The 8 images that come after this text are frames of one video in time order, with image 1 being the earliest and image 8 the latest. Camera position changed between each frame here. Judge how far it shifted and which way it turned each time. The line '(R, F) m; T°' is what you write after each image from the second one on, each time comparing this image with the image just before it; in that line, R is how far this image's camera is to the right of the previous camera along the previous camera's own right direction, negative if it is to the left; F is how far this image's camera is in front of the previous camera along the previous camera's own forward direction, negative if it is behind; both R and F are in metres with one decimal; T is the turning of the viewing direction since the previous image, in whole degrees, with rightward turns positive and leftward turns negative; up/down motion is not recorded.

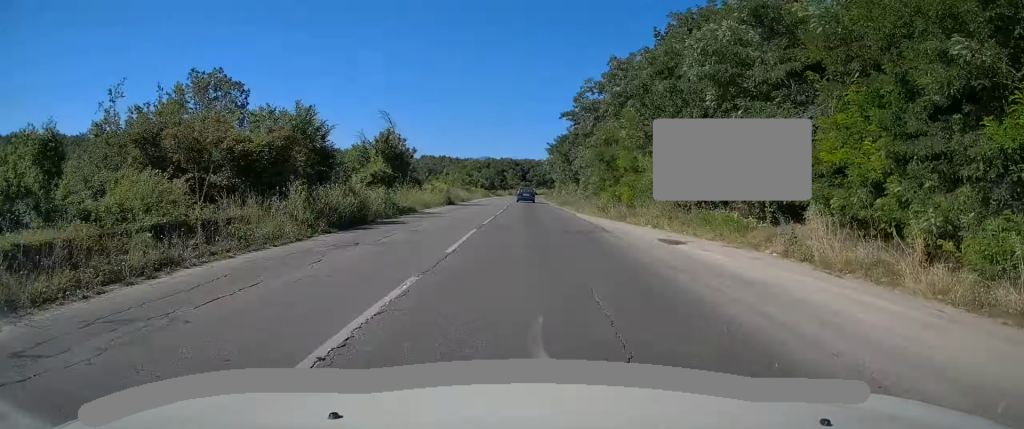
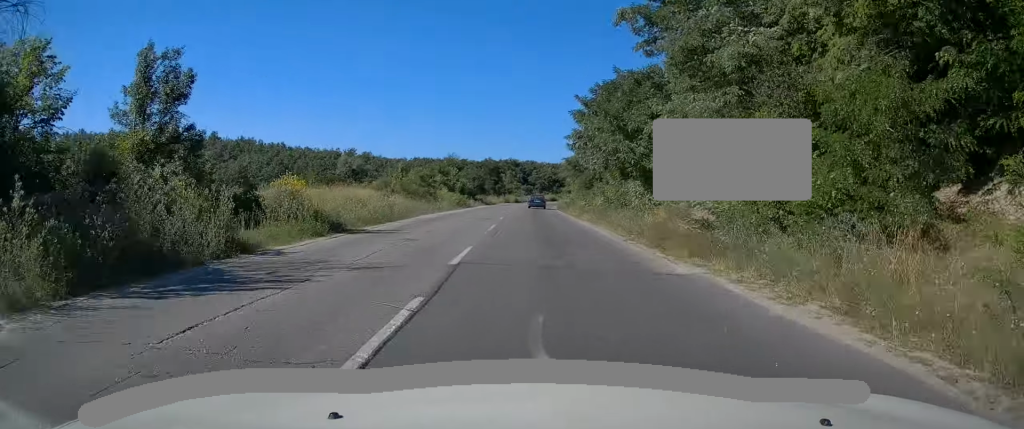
(-0.4, +37.0) m; 0°
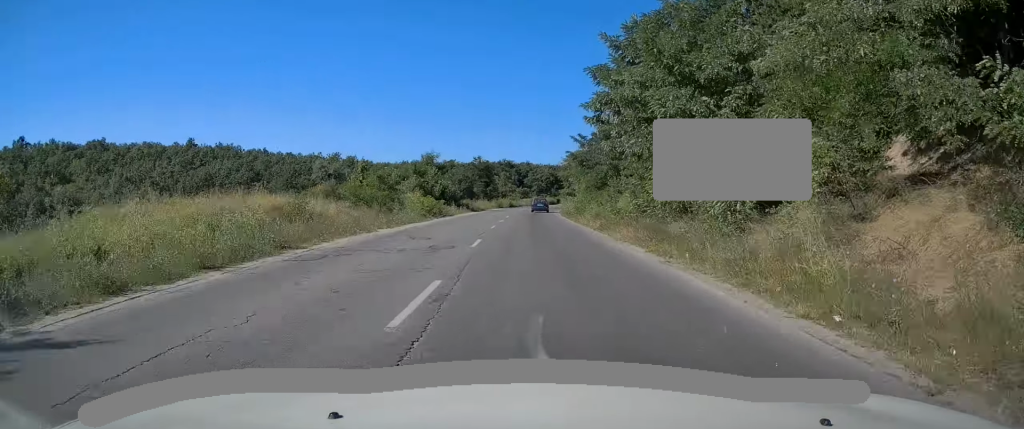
(+0.1, +13.7) m; 0°
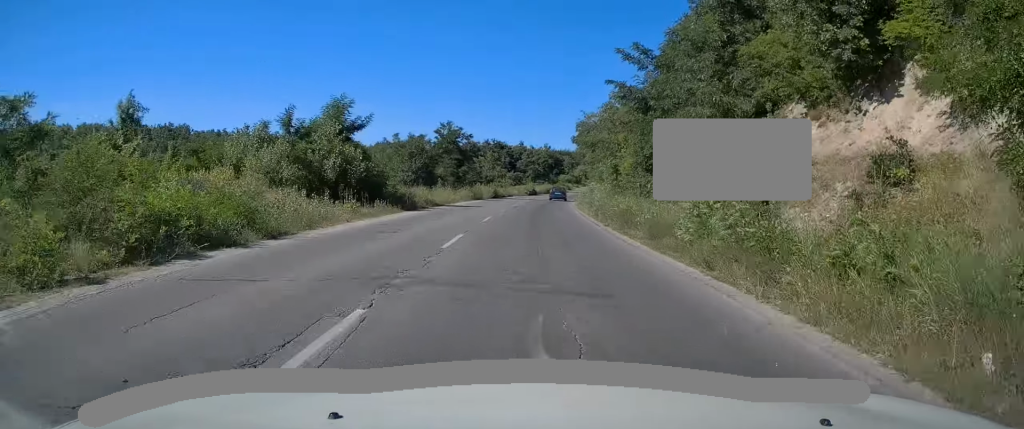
(+0.1, +30.0) m; +1°
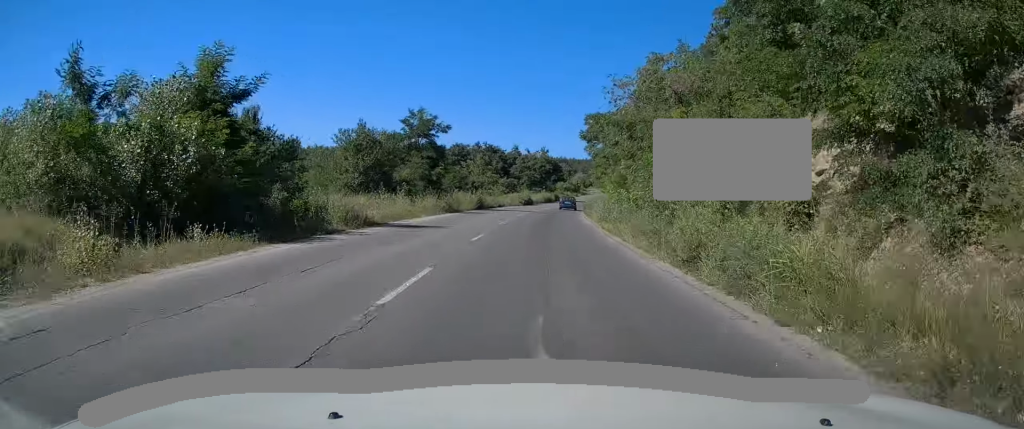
(+0.1, +14.3) m; +1°
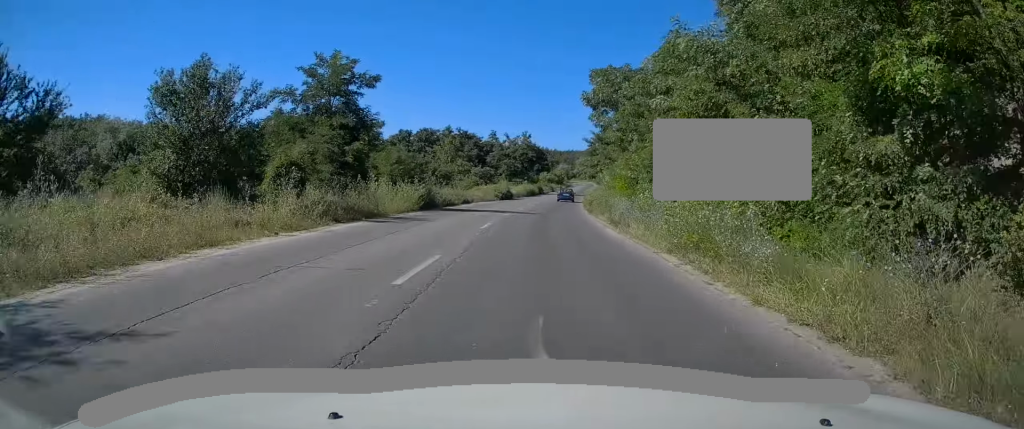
(+0.3, +17.2) m; +1°
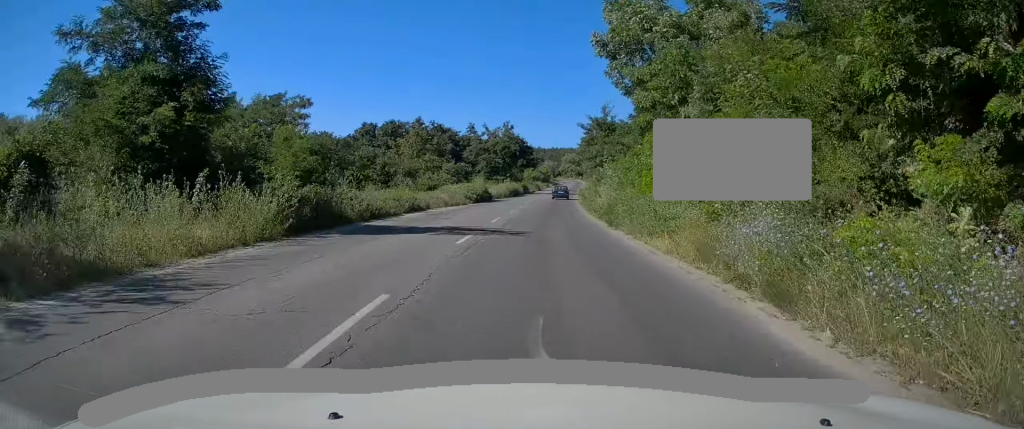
(0.0, +13.9) m; +1°
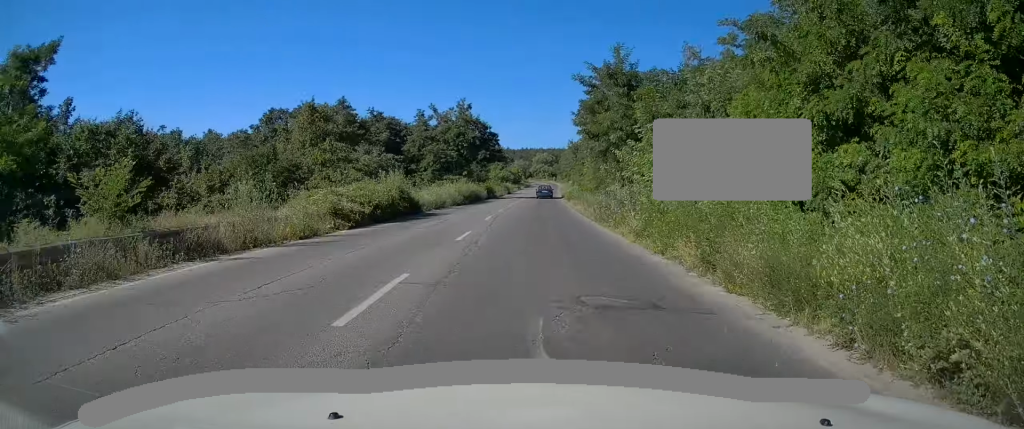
(+0.4, +25.5) m; +2°
